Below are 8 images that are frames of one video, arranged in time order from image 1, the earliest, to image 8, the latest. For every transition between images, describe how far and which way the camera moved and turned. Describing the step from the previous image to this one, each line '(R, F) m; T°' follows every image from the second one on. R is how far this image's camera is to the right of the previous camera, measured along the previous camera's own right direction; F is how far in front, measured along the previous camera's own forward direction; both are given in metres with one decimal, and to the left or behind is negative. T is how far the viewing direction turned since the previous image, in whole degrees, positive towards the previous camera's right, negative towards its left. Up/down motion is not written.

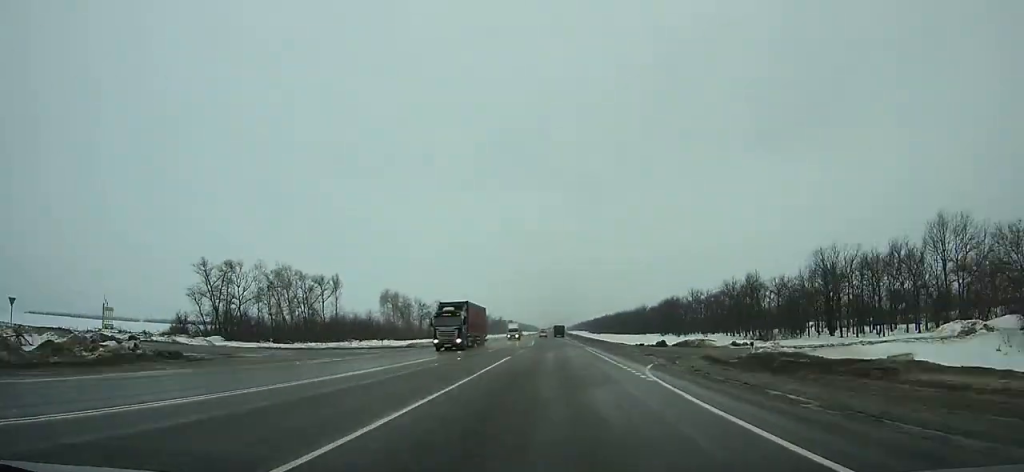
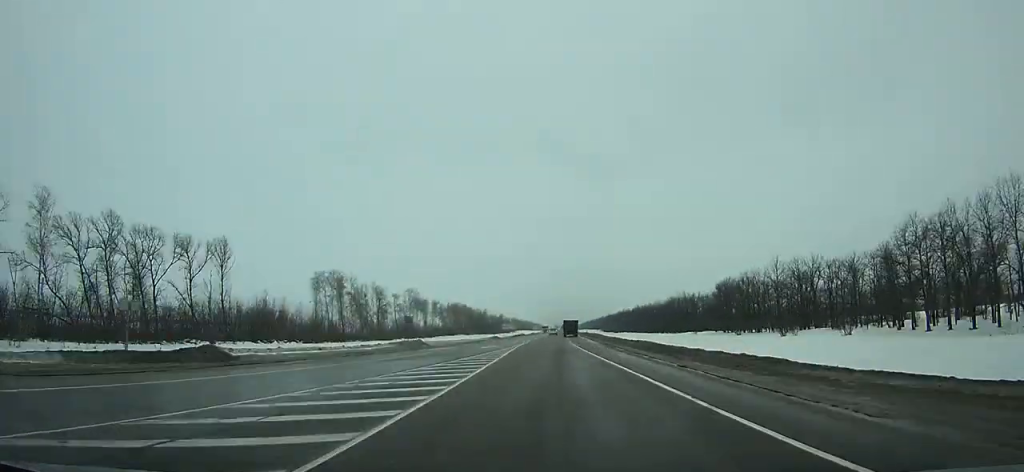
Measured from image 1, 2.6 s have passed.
(+13.9, +65.2) m; +14°
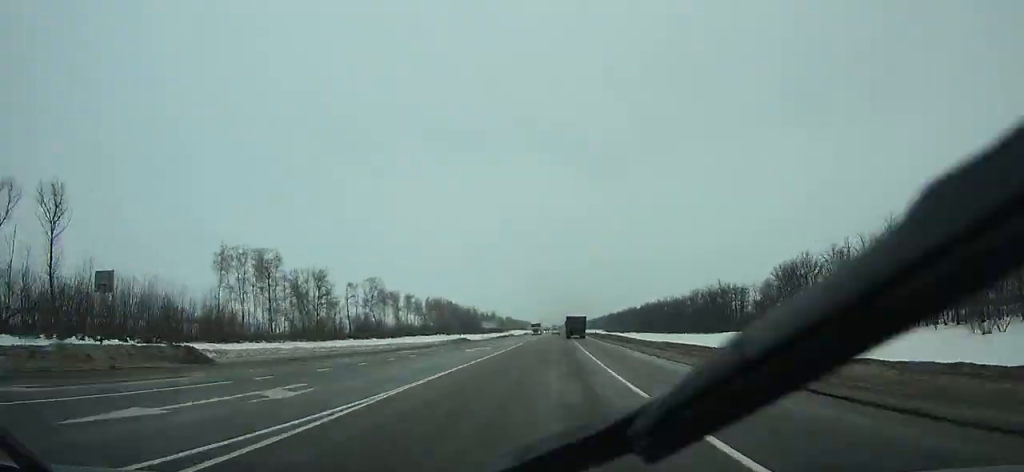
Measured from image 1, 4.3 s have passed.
(+1.9, +42.0) m; +2°
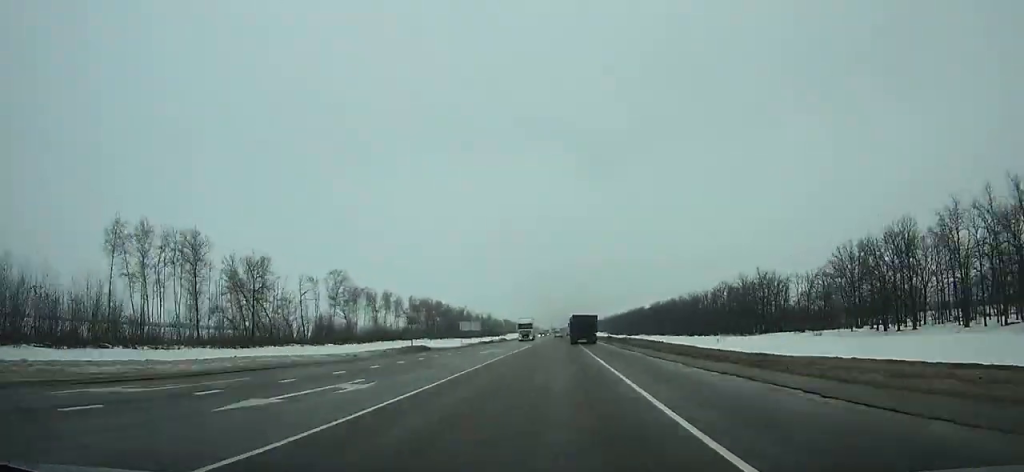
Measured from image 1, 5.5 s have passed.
(+0.5, +29.4) m; +1°
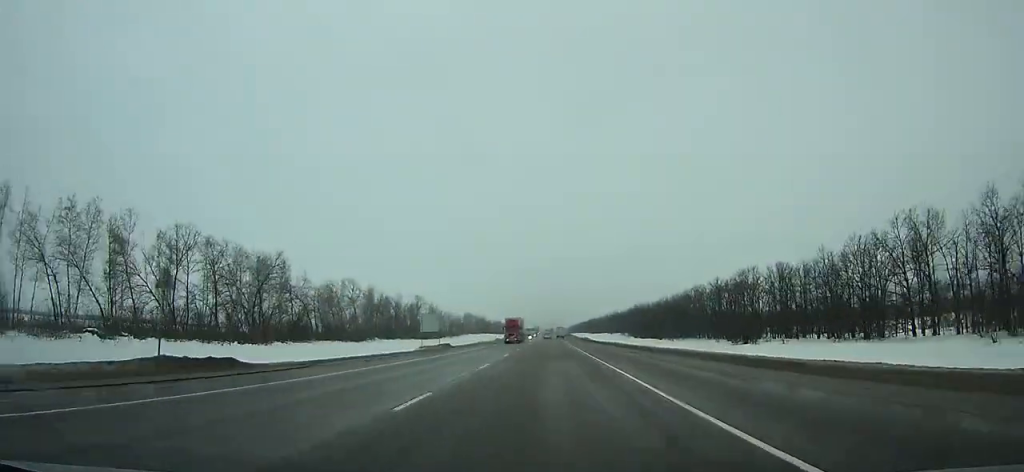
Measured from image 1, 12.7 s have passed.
(+2.7, +174.3) m; +1°
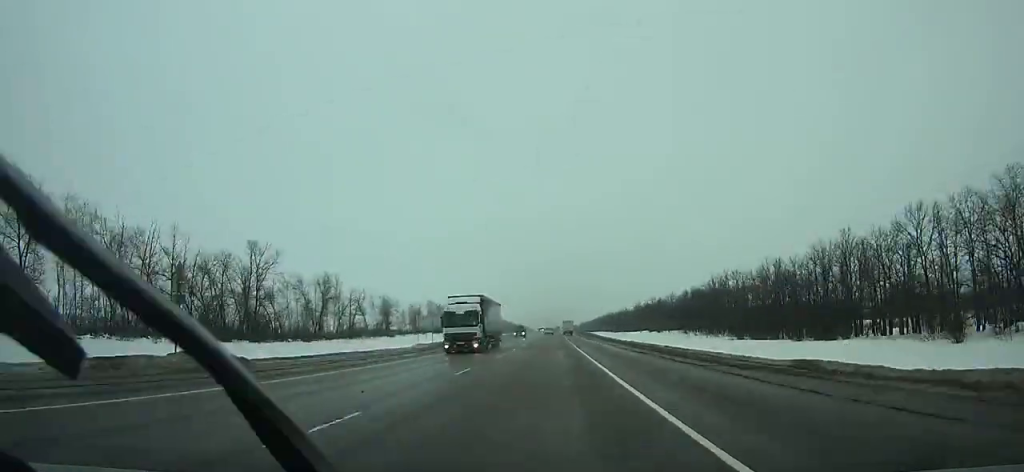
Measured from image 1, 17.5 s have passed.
(-0.2, +122.4) m; 0°
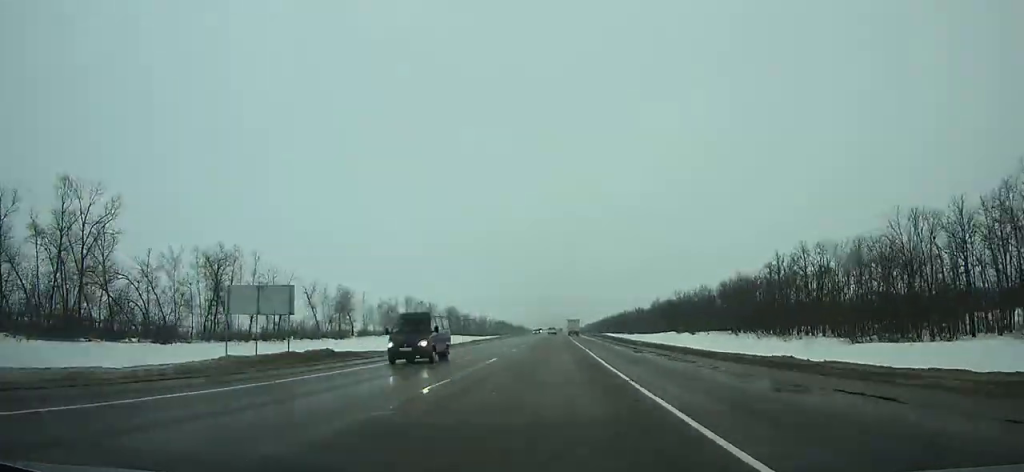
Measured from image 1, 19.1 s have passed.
(-0.2, +42.2) m; 0°
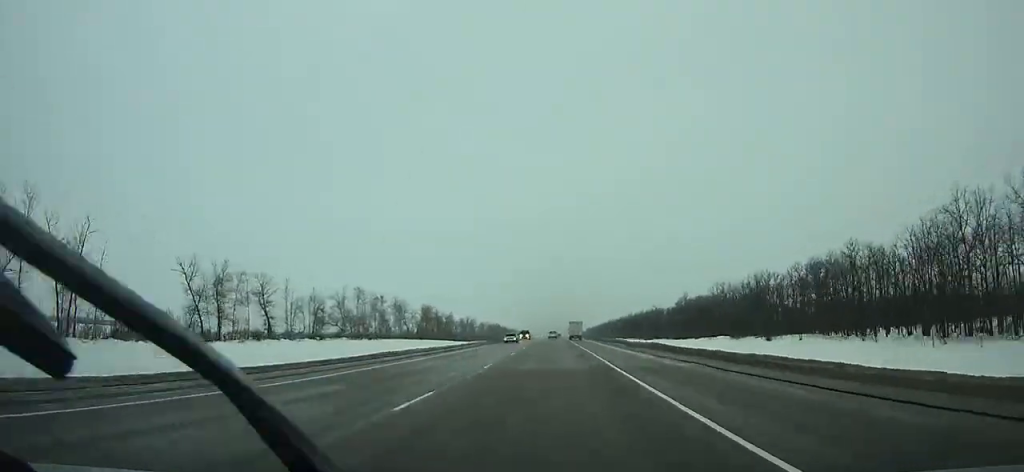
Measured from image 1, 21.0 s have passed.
(-0.1, +50.6) m; 0°
